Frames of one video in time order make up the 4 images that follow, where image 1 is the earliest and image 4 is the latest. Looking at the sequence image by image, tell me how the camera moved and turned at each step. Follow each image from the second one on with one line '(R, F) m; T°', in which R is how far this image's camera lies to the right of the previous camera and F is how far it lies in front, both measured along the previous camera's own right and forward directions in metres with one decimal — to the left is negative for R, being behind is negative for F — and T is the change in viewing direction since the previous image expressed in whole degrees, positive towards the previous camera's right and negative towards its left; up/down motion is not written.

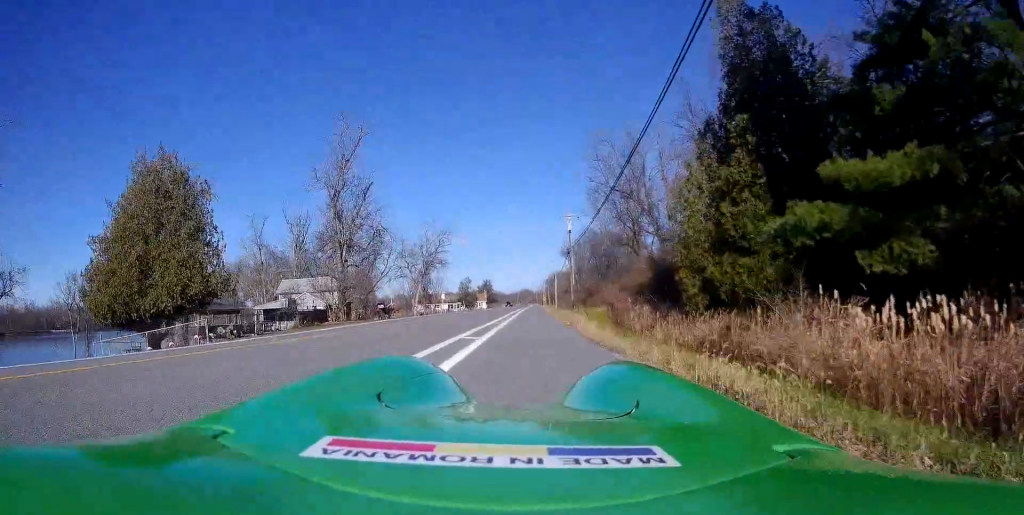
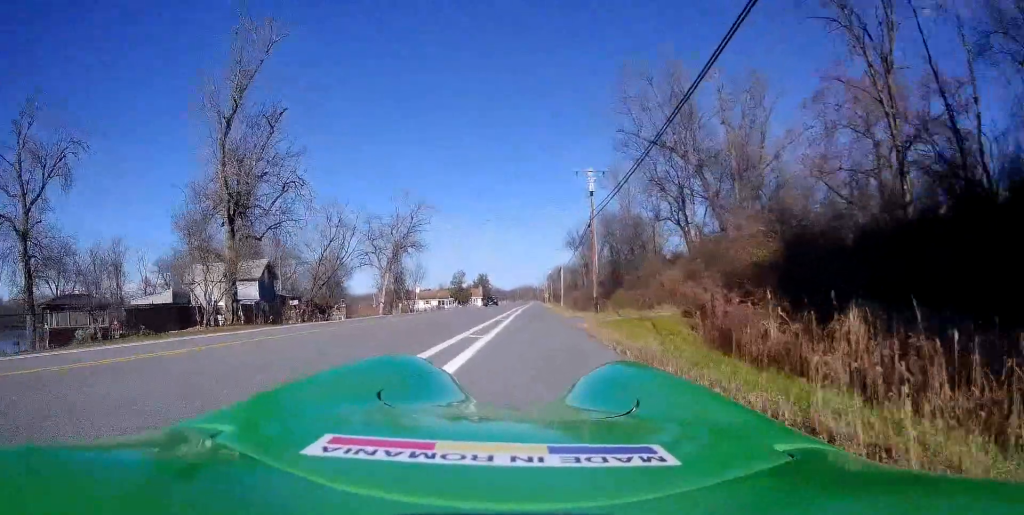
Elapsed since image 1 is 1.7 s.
(-0.1, +17.5) m; +1°
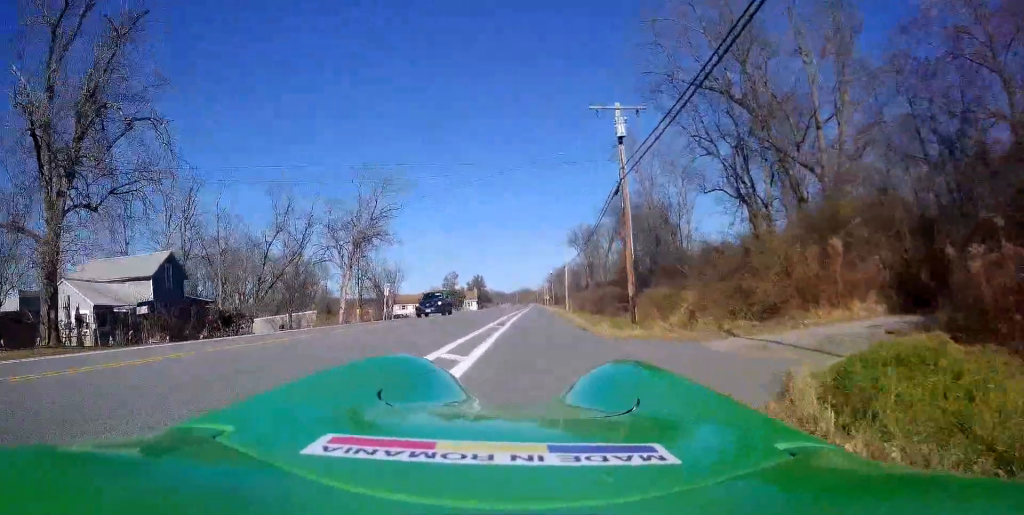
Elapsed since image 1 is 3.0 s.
(+0.4, +12.9) m; +1°
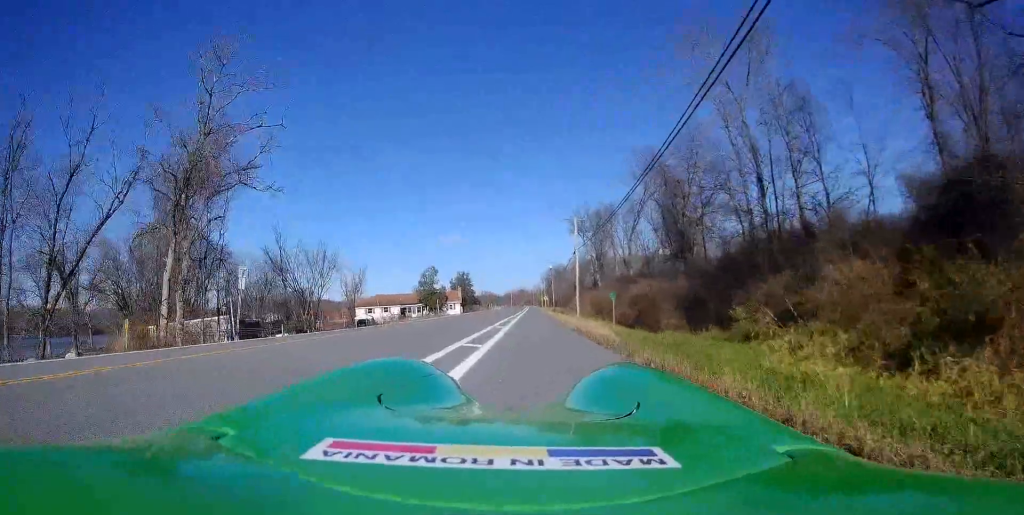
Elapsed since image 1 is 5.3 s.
(-0.4, +24.2) m; -1°
